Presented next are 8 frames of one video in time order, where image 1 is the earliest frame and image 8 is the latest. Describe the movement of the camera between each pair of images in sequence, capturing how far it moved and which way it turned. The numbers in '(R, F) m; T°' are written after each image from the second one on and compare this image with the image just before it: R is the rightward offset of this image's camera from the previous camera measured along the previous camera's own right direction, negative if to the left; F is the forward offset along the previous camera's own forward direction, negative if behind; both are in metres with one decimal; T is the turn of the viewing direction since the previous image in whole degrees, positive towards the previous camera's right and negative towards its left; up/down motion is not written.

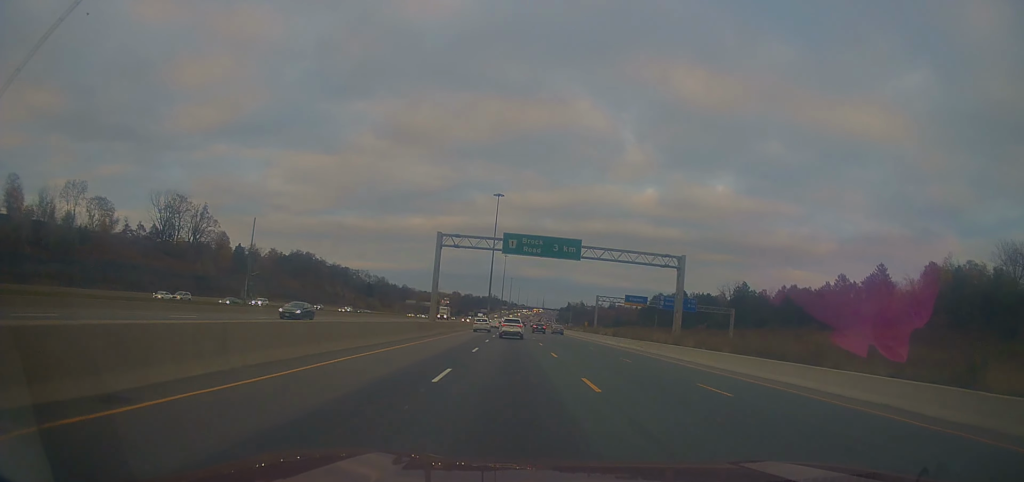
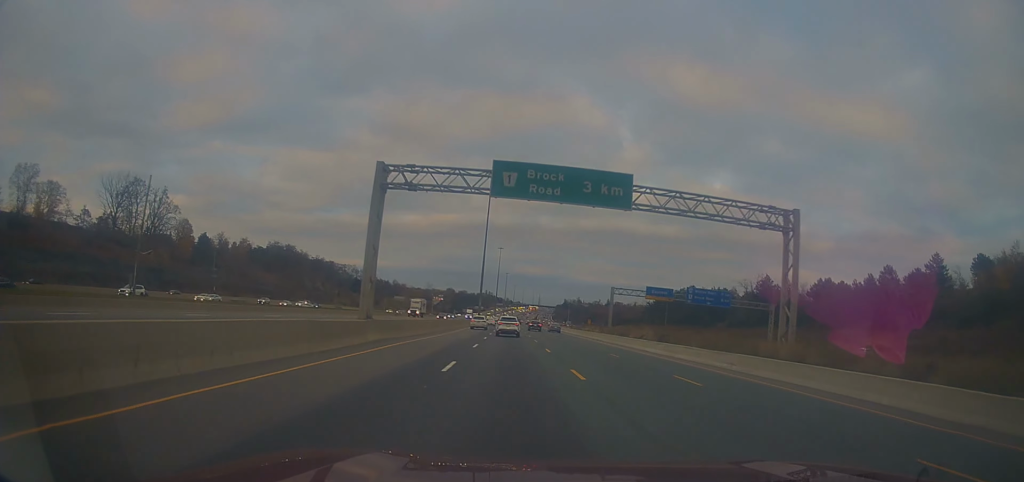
(0.0, +21.8) m; +1°
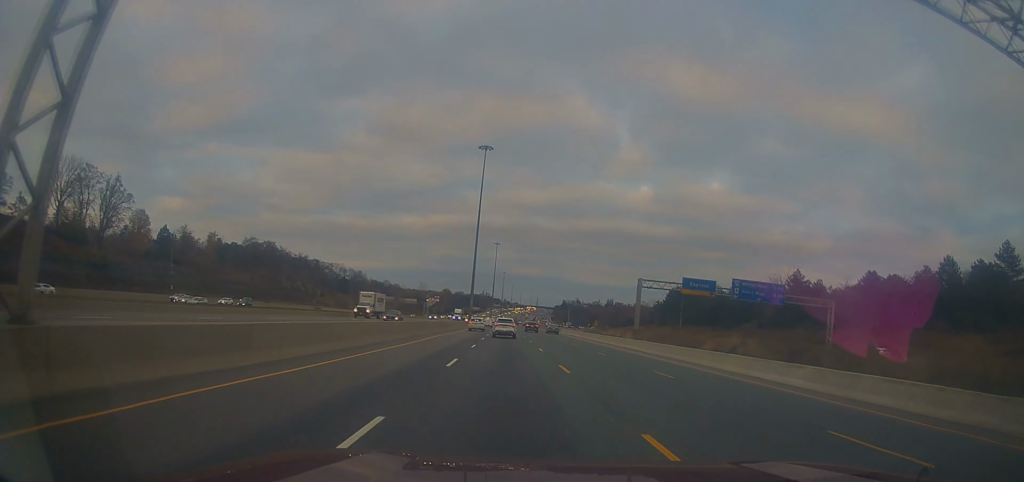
(+0.1, +21.8) m; 0°
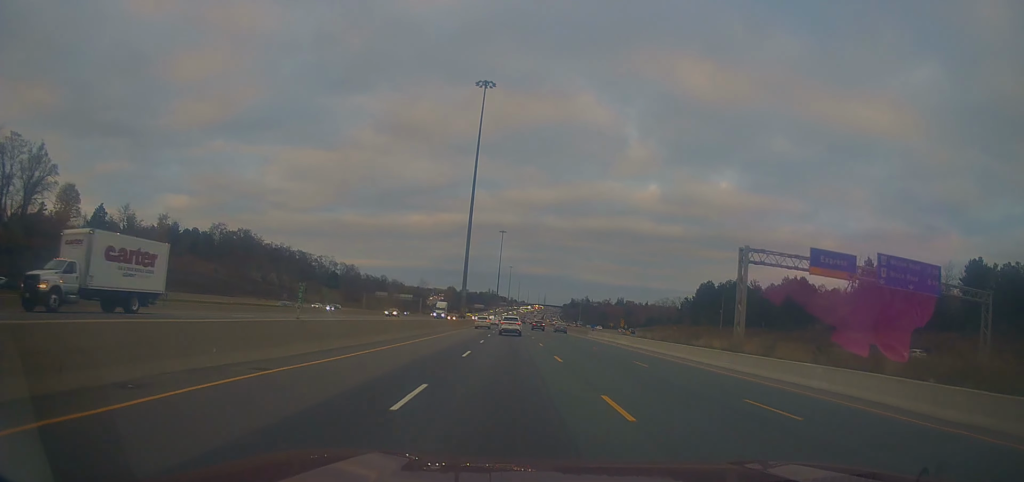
(+0.1, +32.4) m; -1°
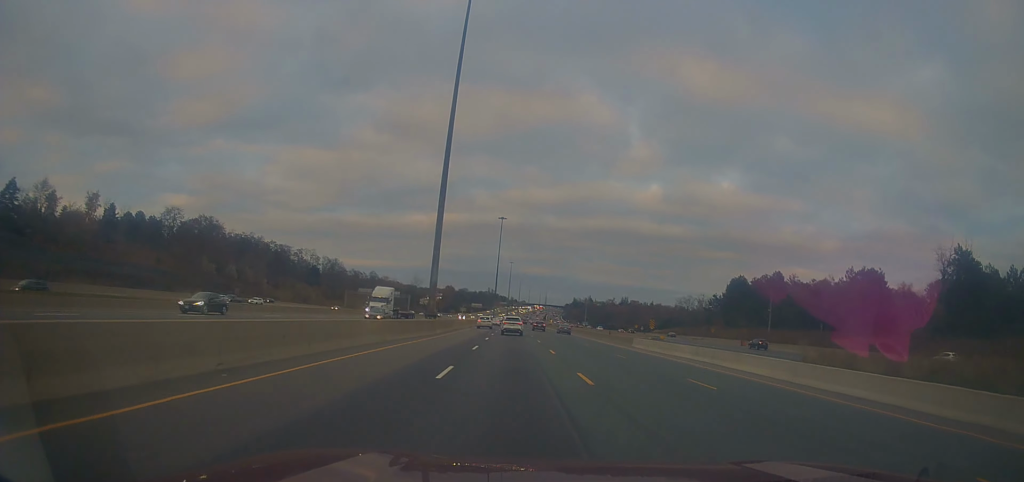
(-0.6, +31.5) m; 0°
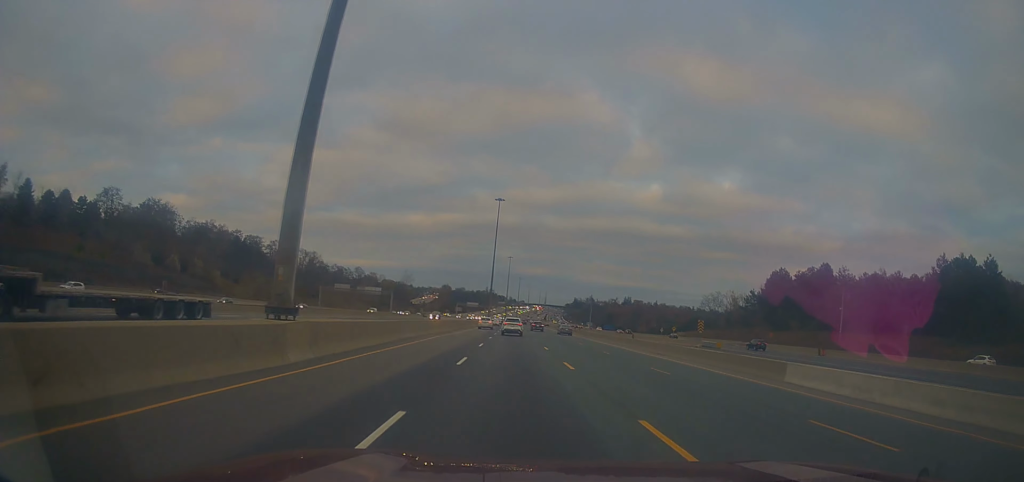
(+0.5, +31.7) m; 0°
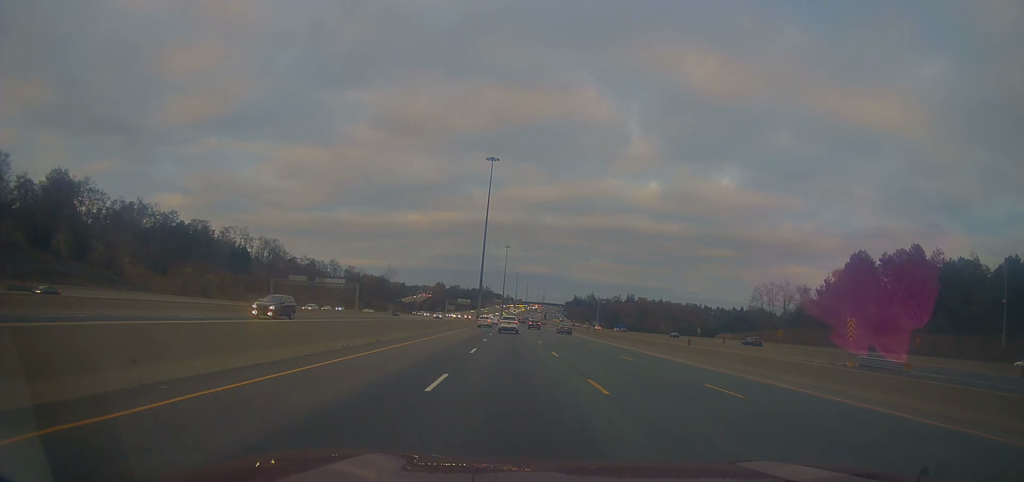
(-0.1, +42.5) m; 0°
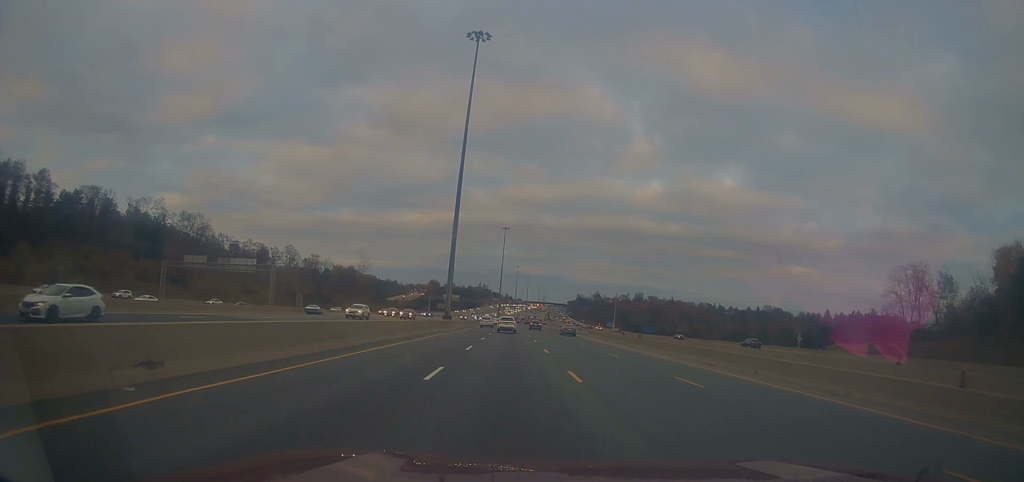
(0.0, +58.5) m; 0°
